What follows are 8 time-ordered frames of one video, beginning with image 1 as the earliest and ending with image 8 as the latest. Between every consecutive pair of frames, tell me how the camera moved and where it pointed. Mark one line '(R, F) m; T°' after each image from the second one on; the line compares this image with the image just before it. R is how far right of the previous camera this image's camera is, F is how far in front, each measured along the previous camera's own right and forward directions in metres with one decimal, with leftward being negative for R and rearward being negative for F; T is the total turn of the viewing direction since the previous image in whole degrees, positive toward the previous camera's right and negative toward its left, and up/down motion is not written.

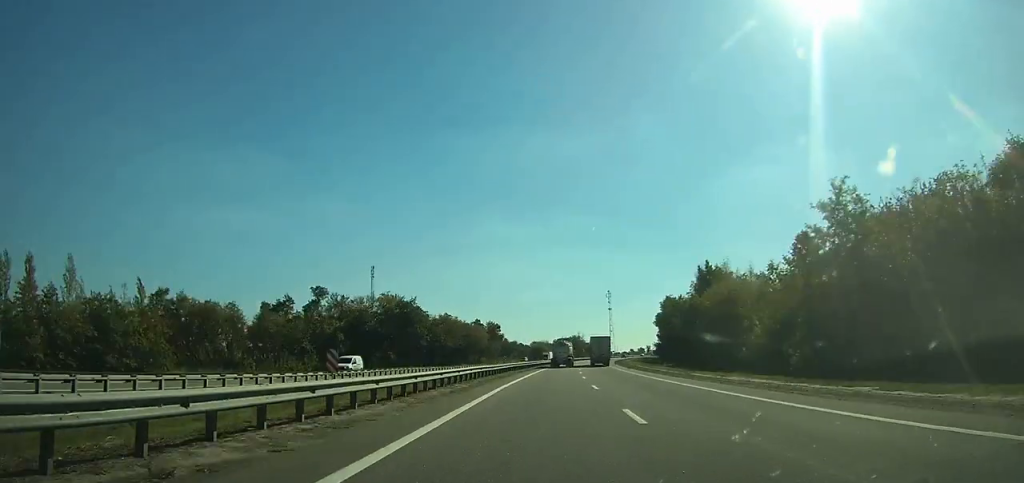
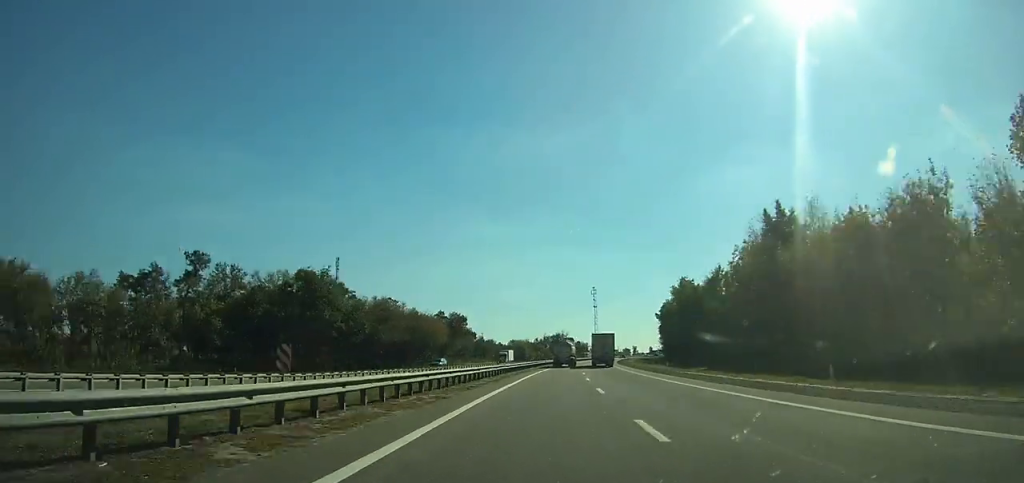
(+1.4, +37.4) m; +2°
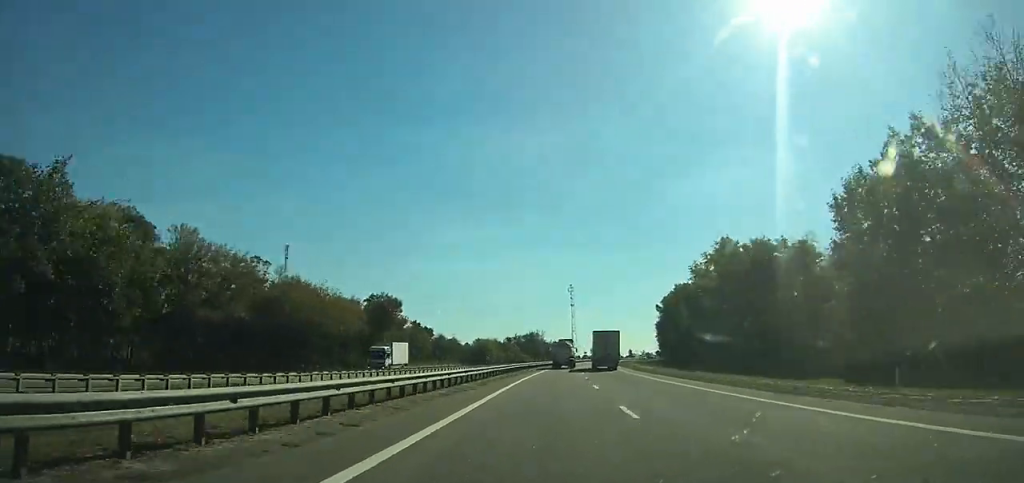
(+0.1, +43.1) m; +2°
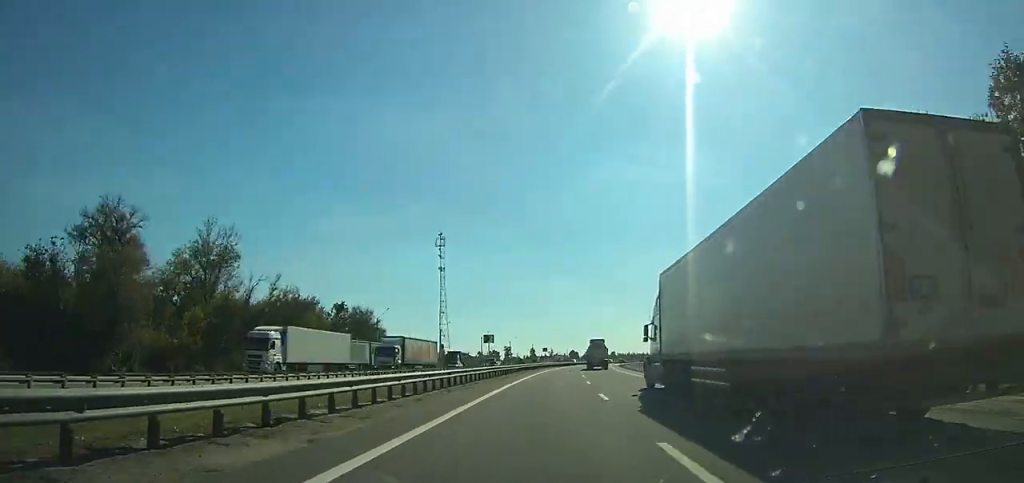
(+21.8, +226.3) m; +11°
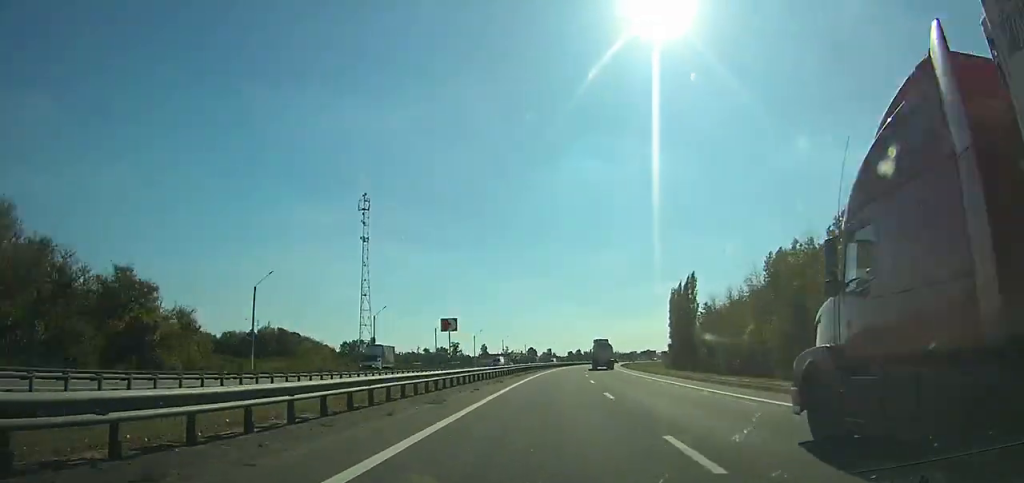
(+2.3, +71.0) m; +4°
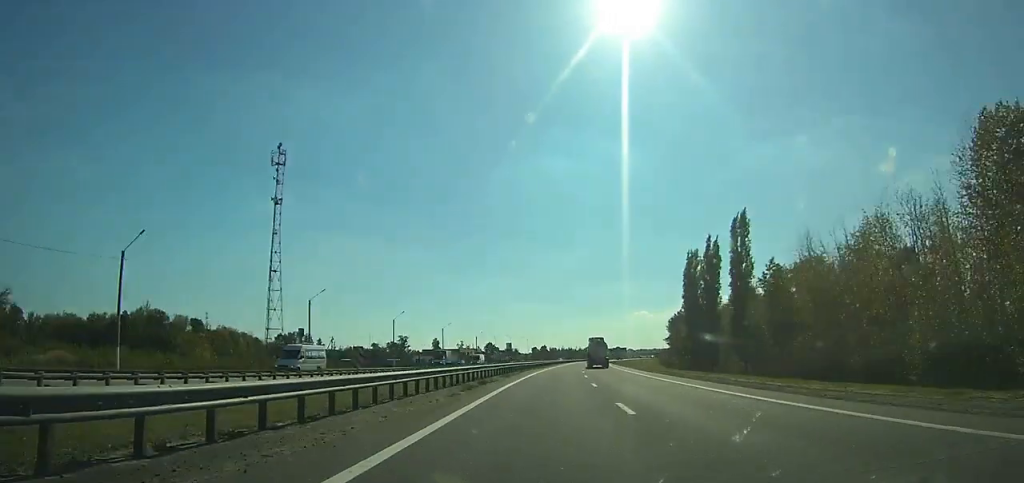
(+1.1, +52.6) m; +3°
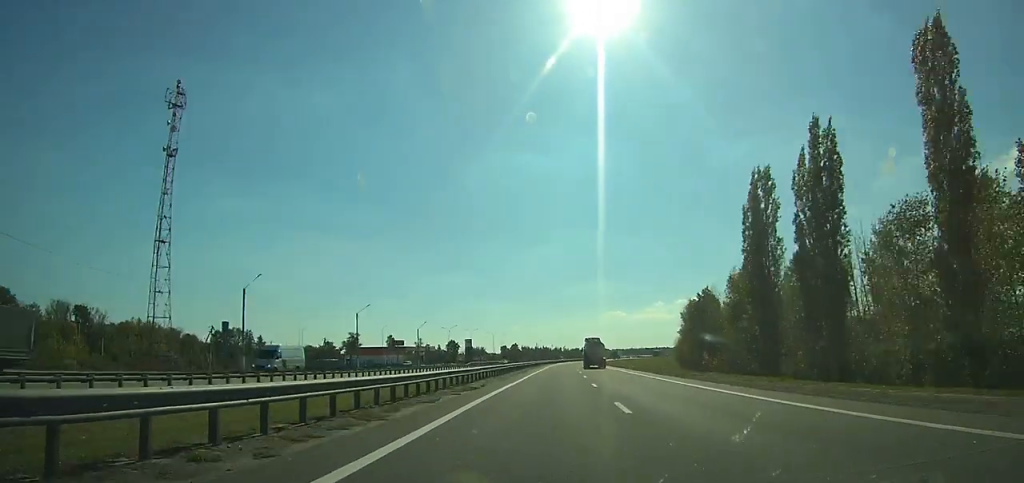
(+1.6, +47.0) m; +2°
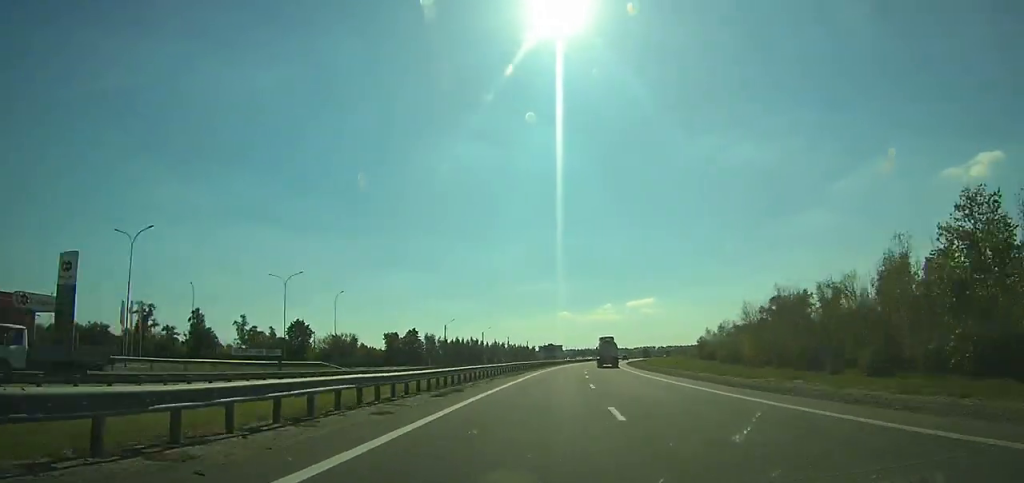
(+6.2, +147.5) m; +6°
